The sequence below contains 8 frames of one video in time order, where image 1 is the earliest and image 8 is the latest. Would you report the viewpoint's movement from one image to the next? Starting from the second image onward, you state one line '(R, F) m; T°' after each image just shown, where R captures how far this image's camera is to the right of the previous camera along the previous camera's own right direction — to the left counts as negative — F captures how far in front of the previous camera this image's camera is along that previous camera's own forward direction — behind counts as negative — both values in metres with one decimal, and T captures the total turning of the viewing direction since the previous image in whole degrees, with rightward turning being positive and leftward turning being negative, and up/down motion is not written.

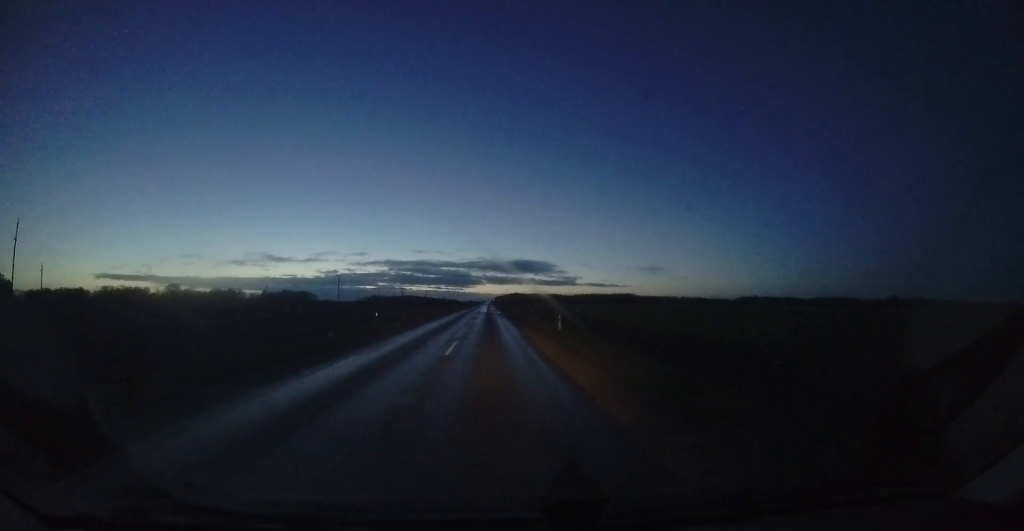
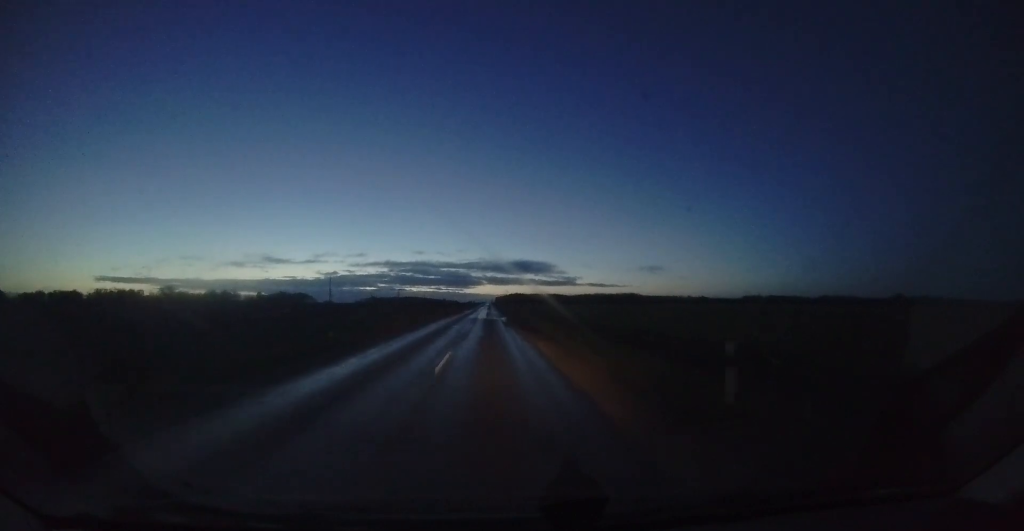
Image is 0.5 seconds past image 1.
(-0.2, +14.0) m; -1°
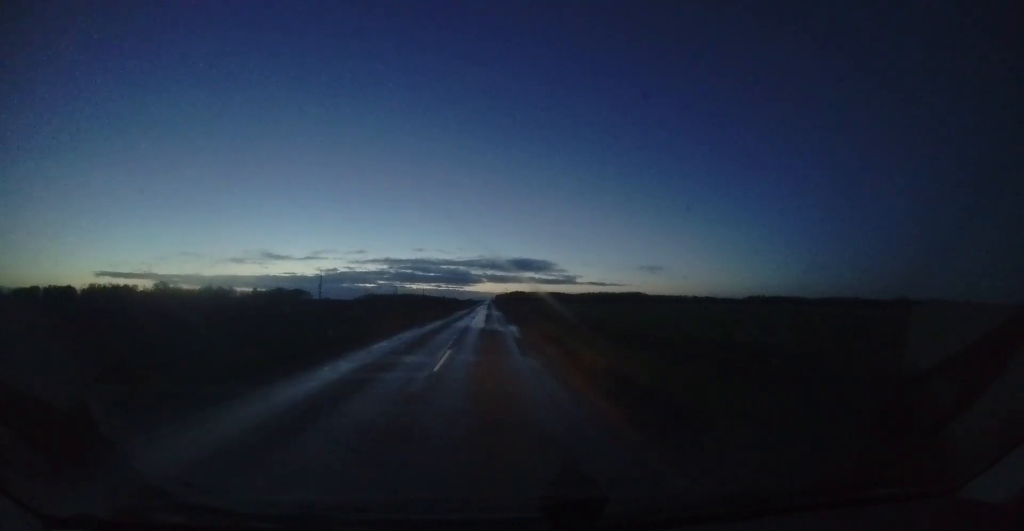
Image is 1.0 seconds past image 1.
(-0.1, +12.3) m; 0°
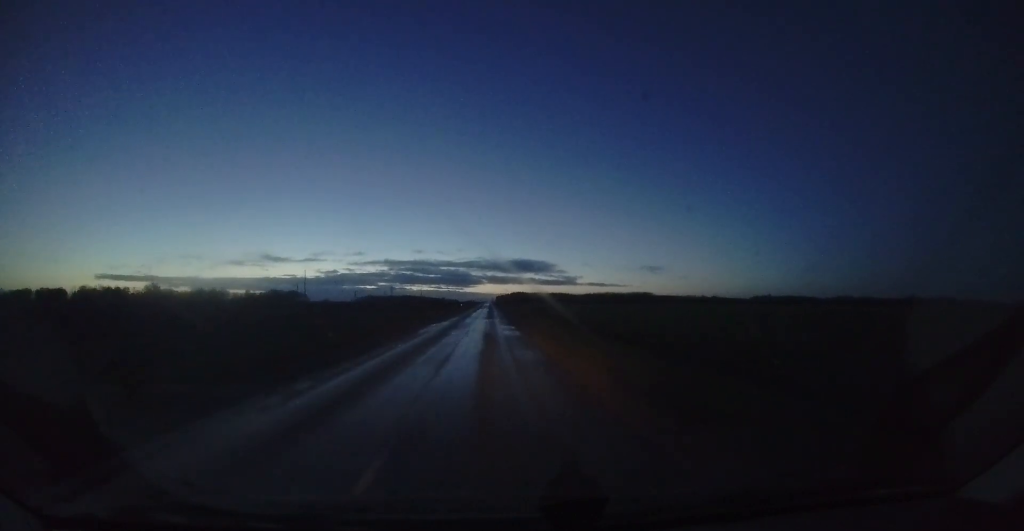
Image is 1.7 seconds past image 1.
(0.0, +19.3) m; 0°
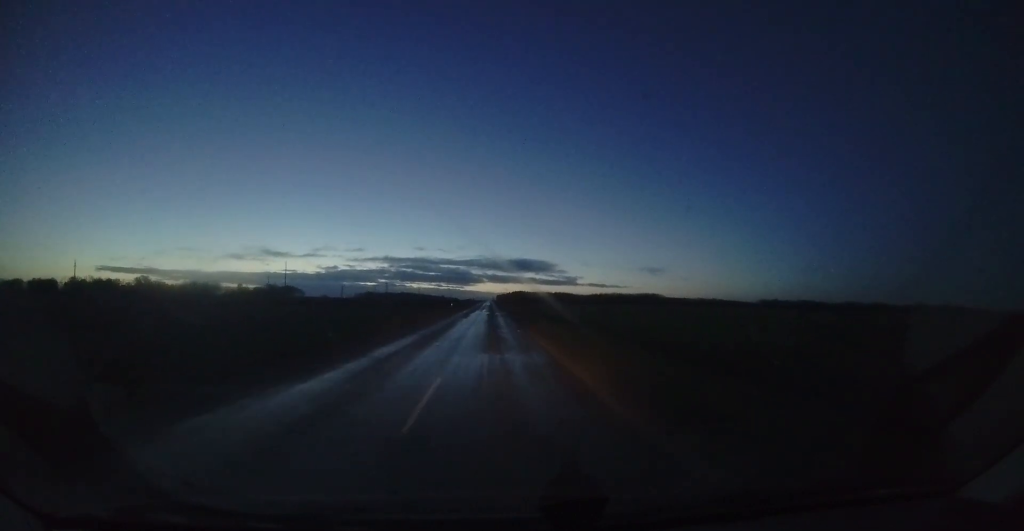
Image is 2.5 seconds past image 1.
(0.0, +20.1) m; +1°
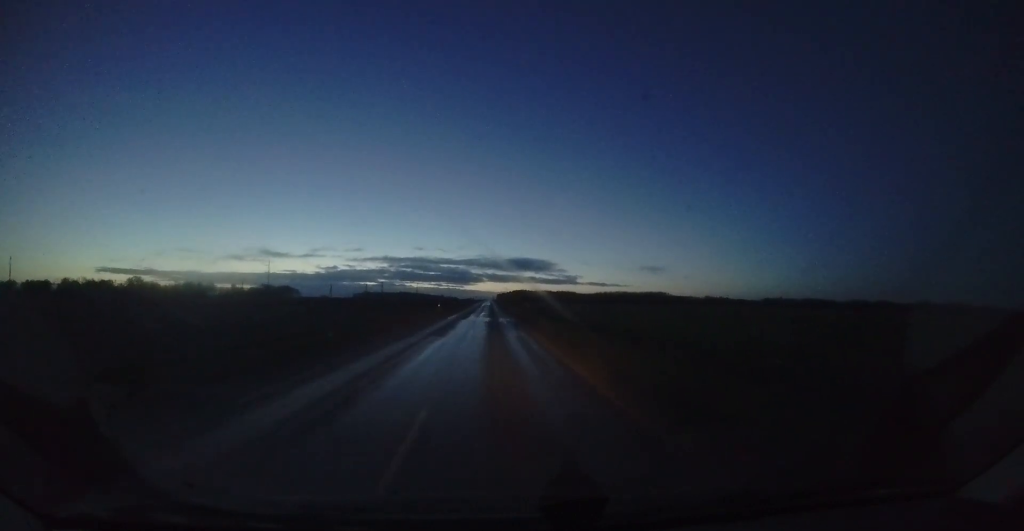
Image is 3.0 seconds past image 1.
(0.0, +13.9) m; 0°
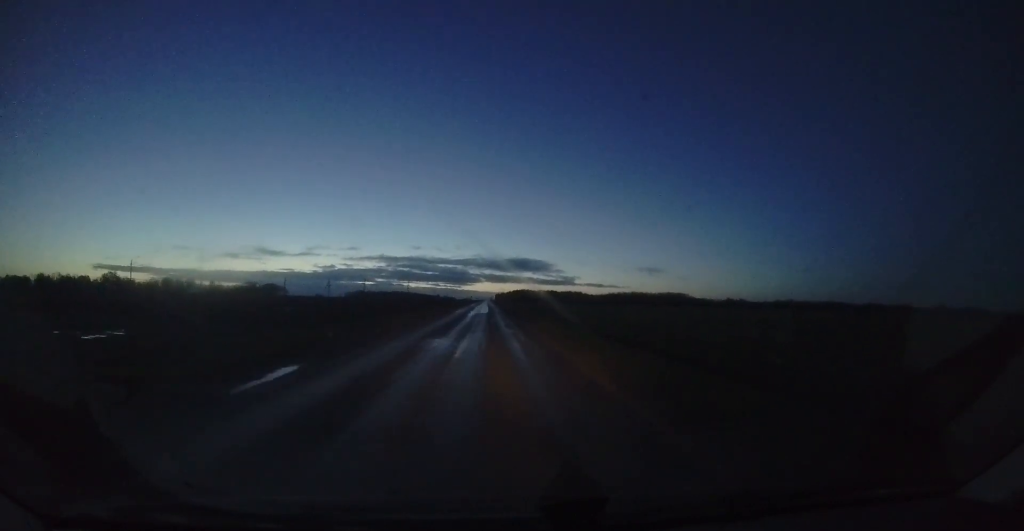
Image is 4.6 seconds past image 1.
(0.0, +40.1) m; -1°
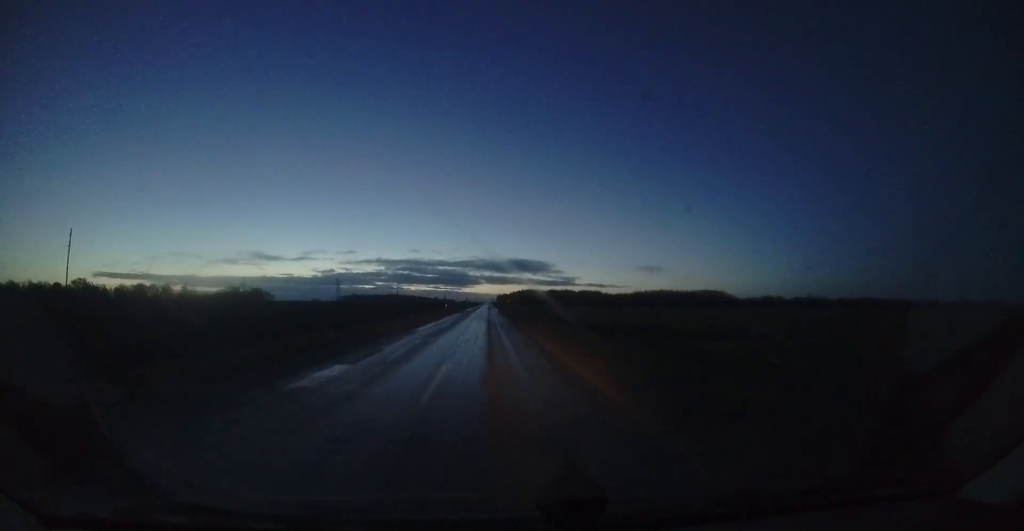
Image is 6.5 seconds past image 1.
(+0.1, +51.5) m; +1°
